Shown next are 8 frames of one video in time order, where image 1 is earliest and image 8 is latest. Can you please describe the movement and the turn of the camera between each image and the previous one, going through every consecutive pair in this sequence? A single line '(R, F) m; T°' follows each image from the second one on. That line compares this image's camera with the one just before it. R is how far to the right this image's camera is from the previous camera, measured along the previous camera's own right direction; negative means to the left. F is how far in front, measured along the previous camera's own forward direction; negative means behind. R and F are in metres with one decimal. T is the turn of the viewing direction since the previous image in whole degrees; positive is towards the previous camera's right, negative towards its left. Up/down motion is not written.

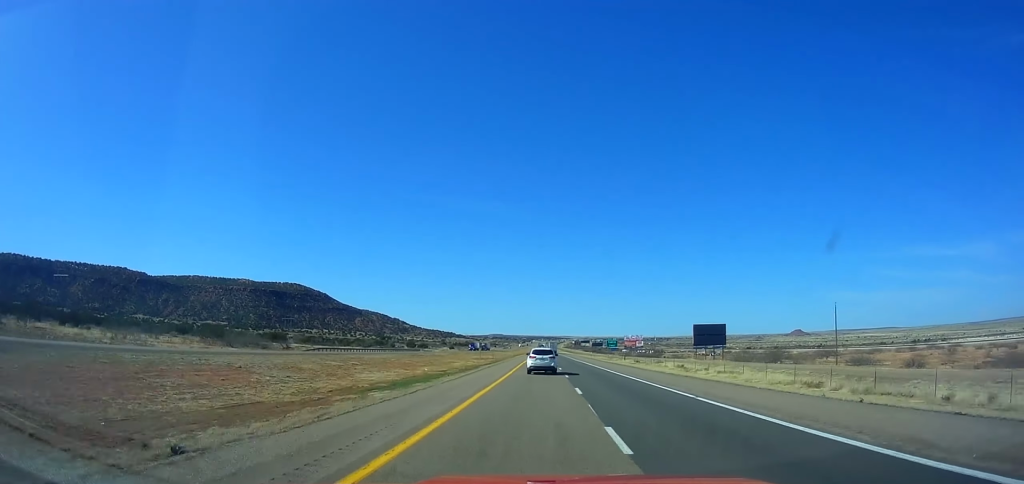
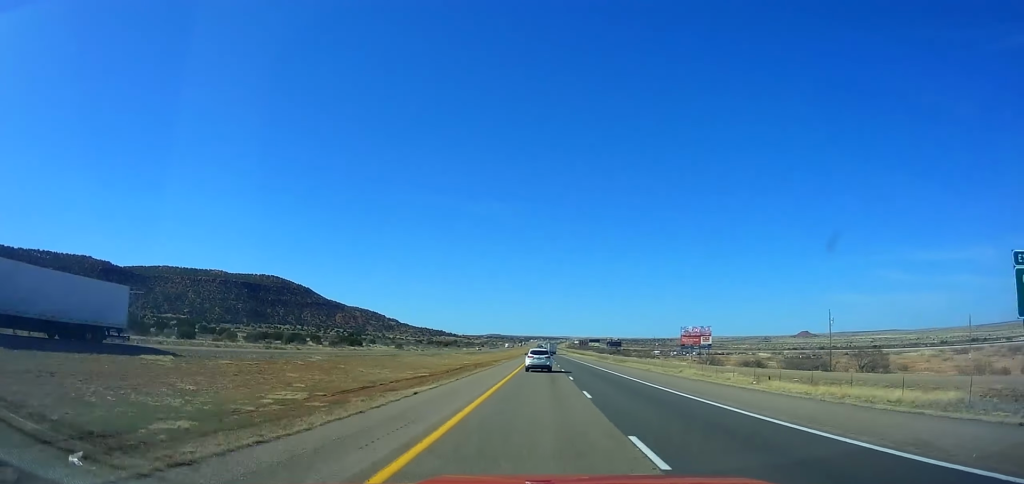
(0.0, +136.1) m; 0°
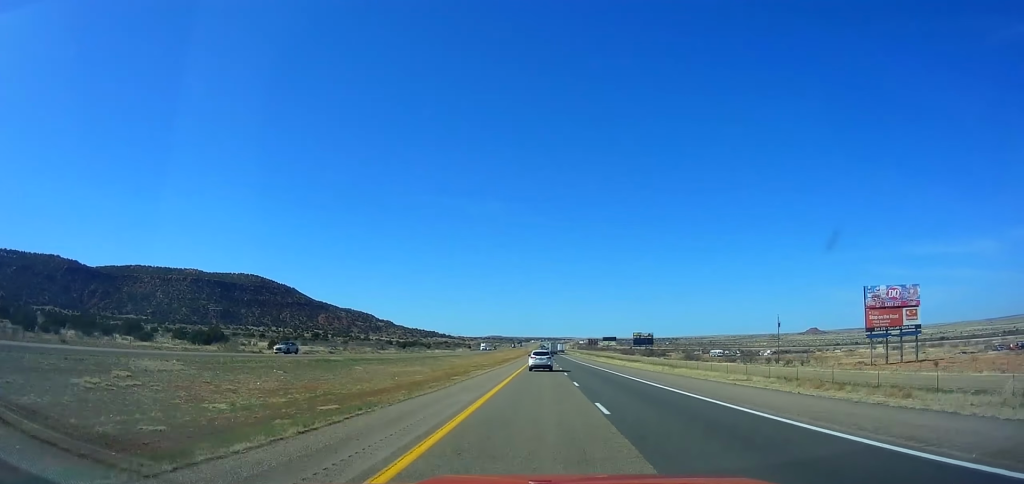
(+0.2, +114.9) m; 0°
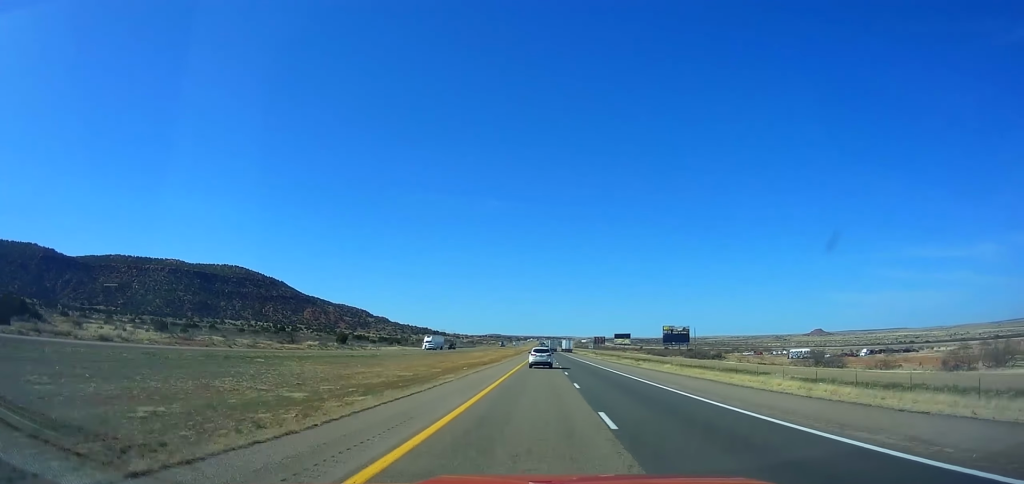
(-0.2, +75.8) m; 0°
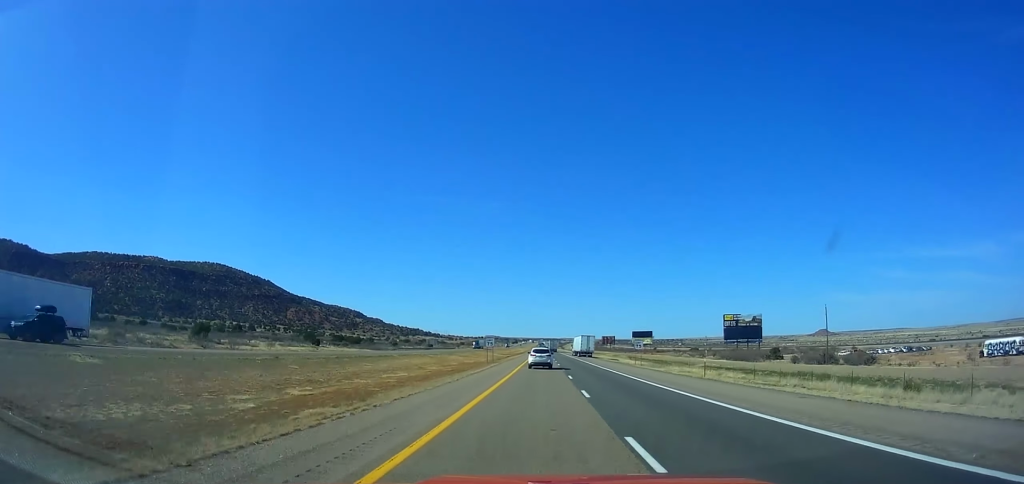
(0.0, +76.6) m; 0°
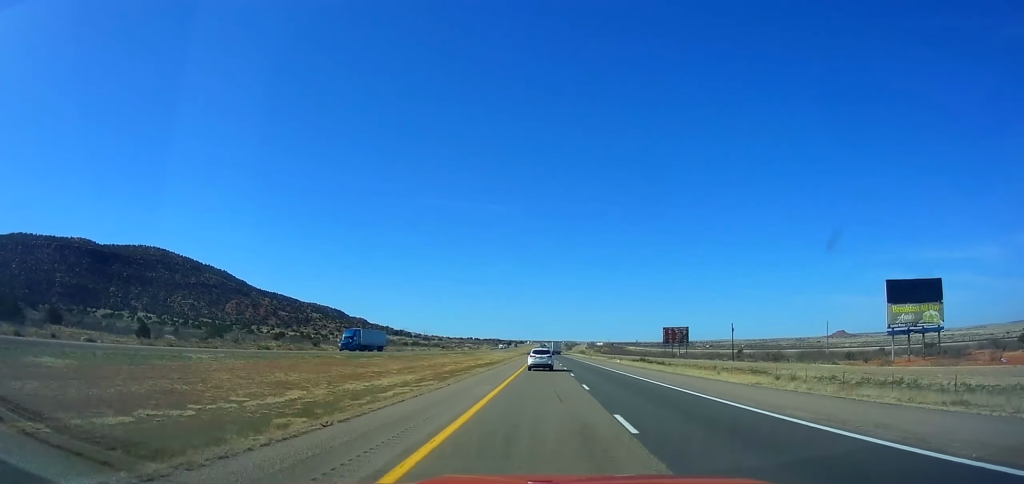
(0.0, +226.9) m; 0°
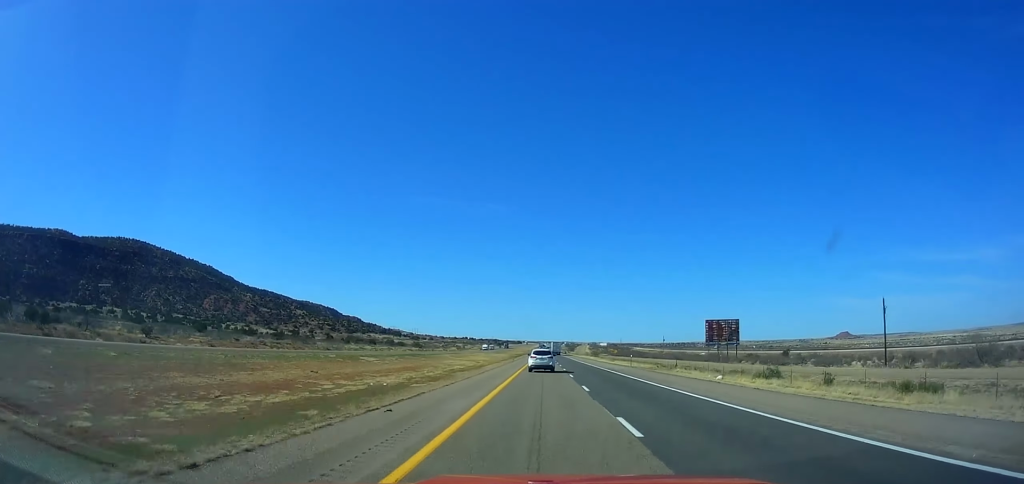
(+0.4, +60.7) m; 0°
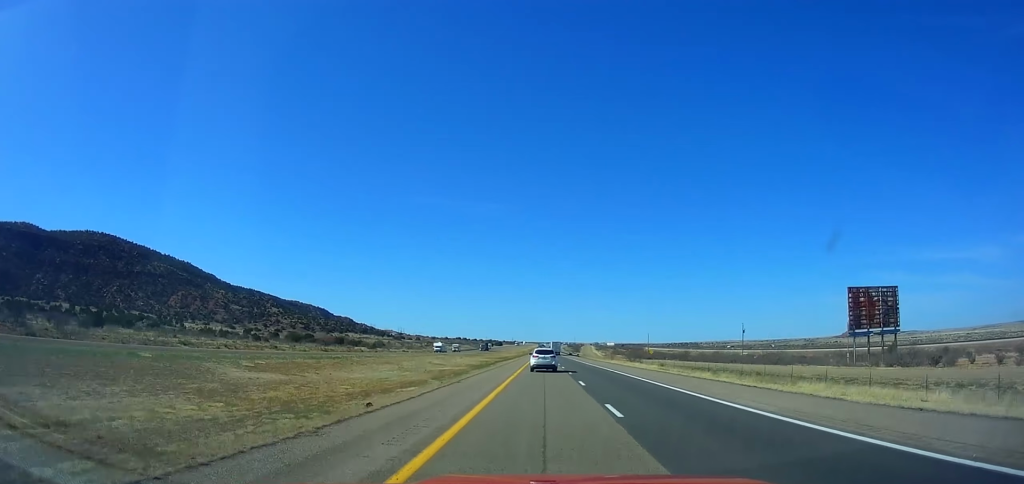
(-0.6, +81.9) m; 0°
